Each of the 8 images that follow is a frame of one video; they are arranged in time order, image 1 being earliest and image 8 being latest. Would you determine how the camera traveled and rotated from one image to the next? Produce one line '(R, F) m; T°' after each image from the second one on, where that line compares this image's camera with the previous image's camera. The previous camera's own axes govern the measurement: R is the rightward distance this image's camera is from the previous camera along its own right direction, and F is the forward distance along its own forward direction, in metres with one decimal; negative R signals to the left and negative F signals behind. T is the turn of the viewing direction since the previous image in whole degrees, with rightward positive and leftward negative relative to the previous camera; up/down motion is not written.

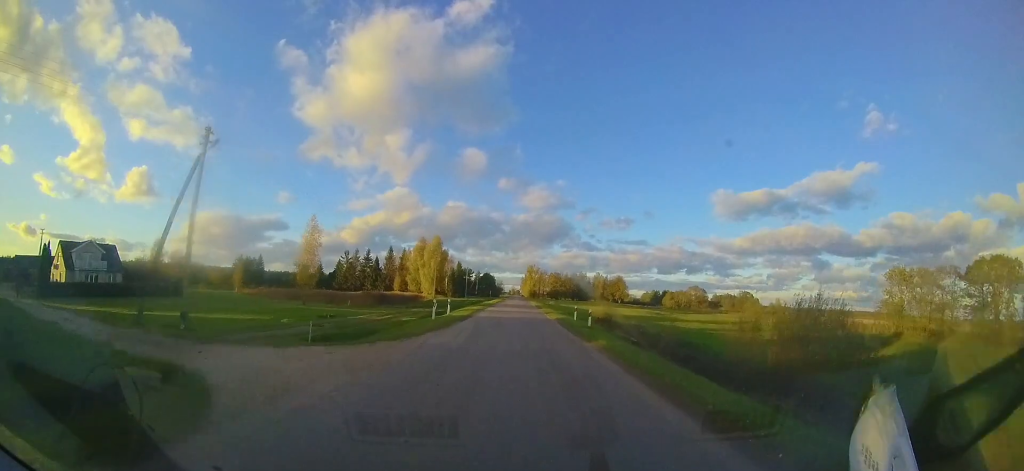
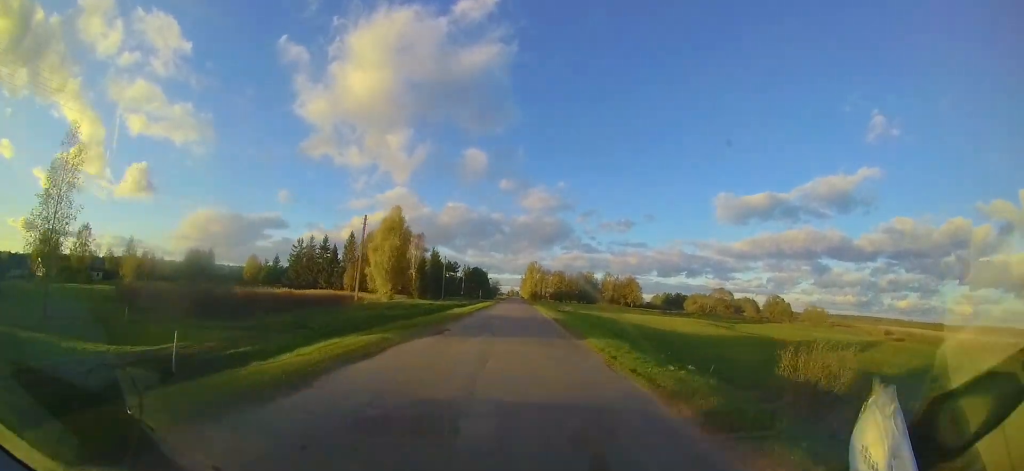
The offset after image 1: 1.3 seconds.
(0.0, +28.7) m; +1°
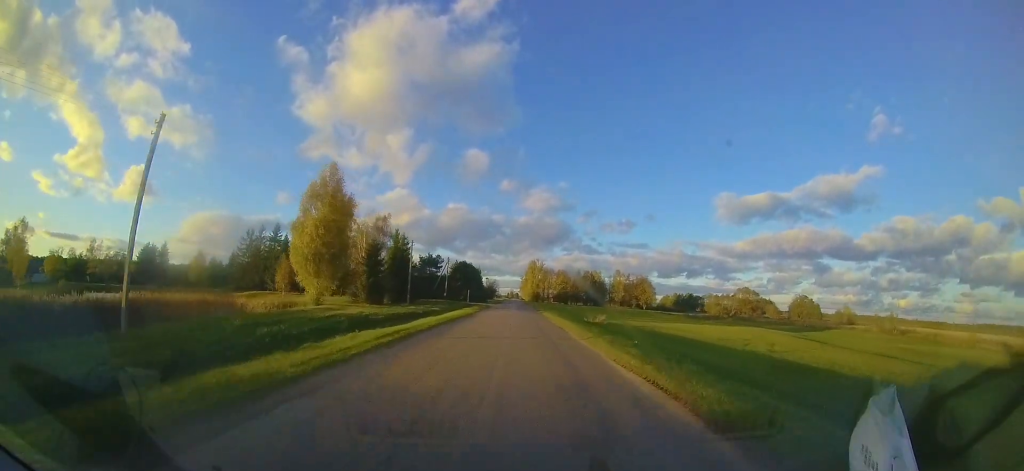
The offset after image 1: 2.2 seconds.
(+0.1, +21.5) m; 0°
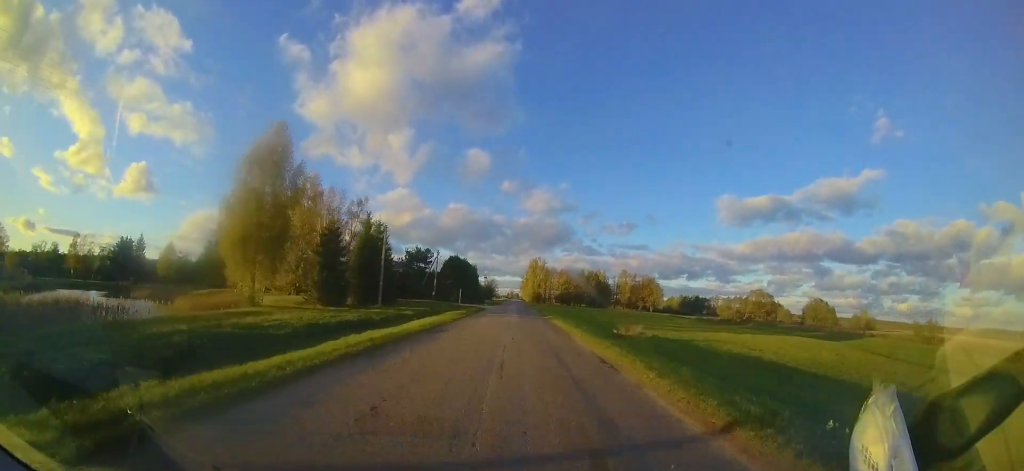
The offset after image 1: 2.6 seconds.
(+0.1, +10.1) m; 0°
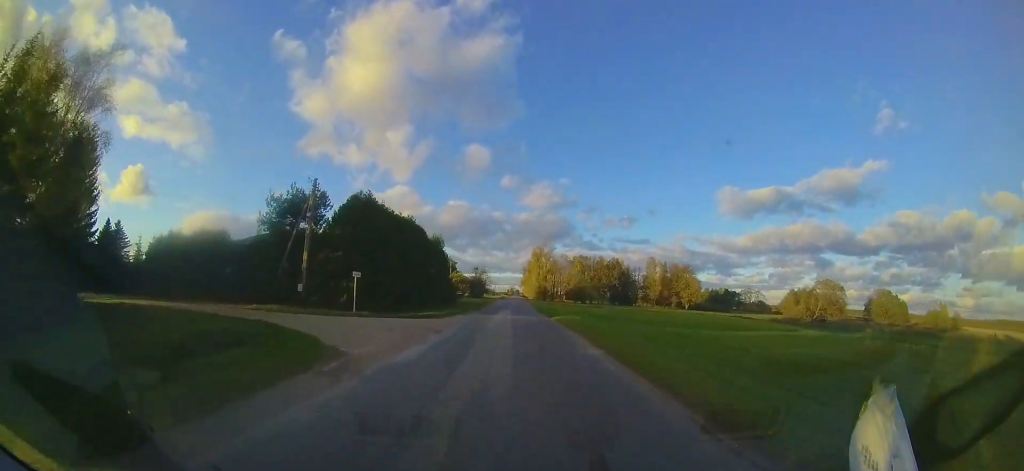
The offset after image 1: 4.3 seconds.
(-0.7, +39.1) m; -1°
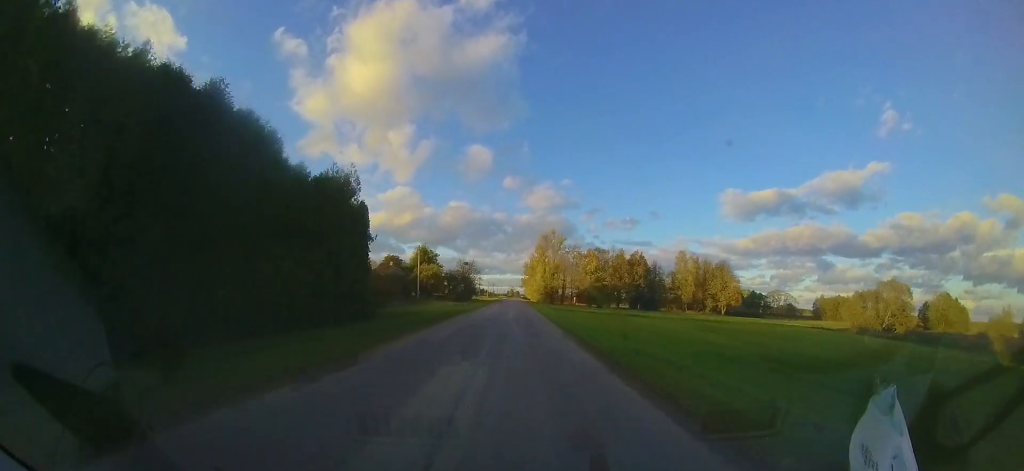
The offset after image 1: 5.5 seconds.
(+0.3, +27.2) m; +1°
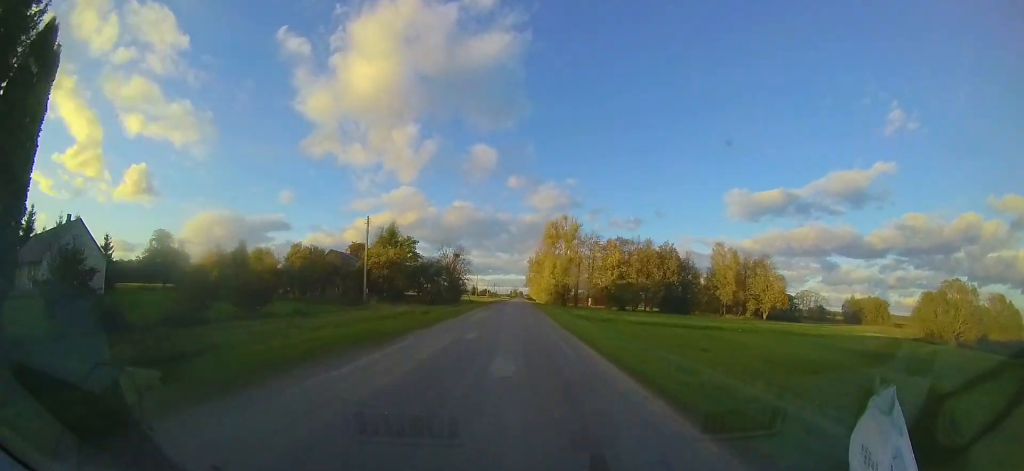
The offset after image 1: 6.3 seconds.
(0.0, +20.5) m; -1°
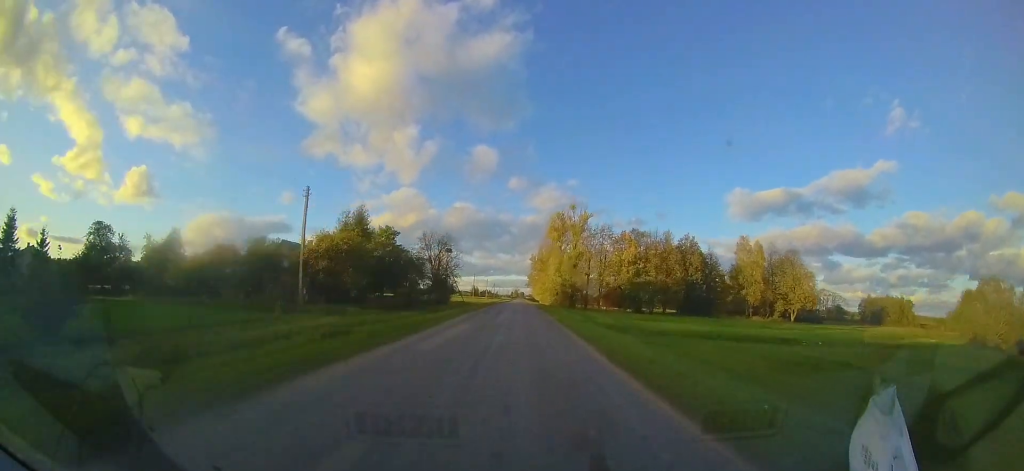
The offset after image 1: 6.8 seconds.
(0.0, +11.1) m; -1°
